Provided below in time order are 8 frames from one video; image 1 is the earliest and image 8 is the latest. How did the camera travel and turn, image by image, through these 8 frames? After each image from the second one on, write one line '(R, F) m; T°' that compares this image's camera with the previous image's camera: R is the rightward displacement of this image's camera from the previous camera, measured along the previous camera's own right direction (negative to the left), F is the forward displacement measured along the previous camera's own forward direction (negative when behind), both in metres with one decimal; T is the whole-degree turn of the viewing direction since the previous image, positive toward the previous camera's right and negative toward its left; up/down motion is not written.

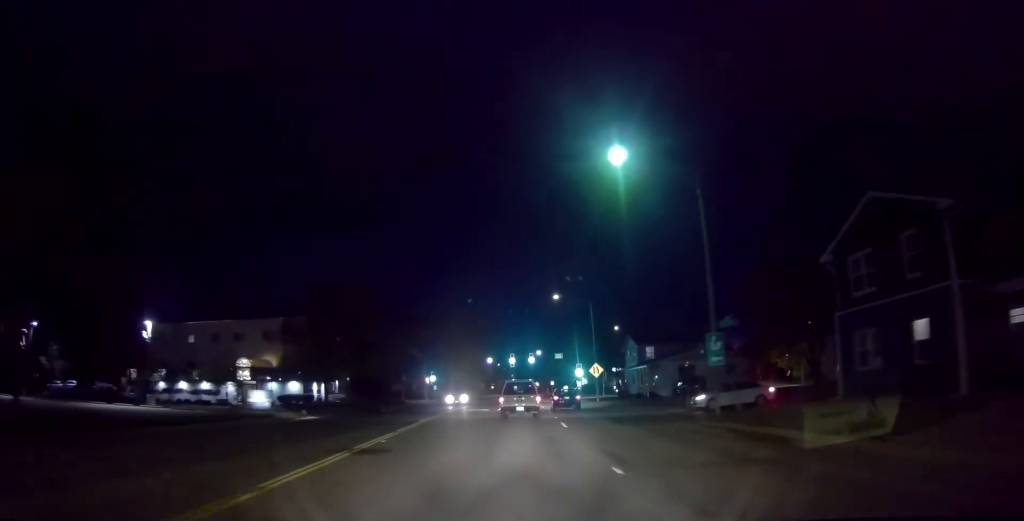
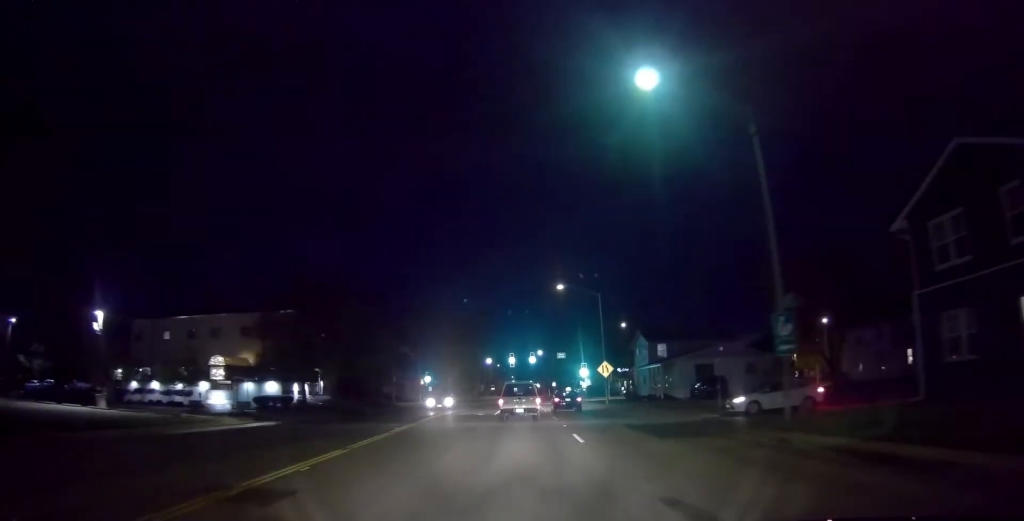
(-0.1, +5.6) m; -1°
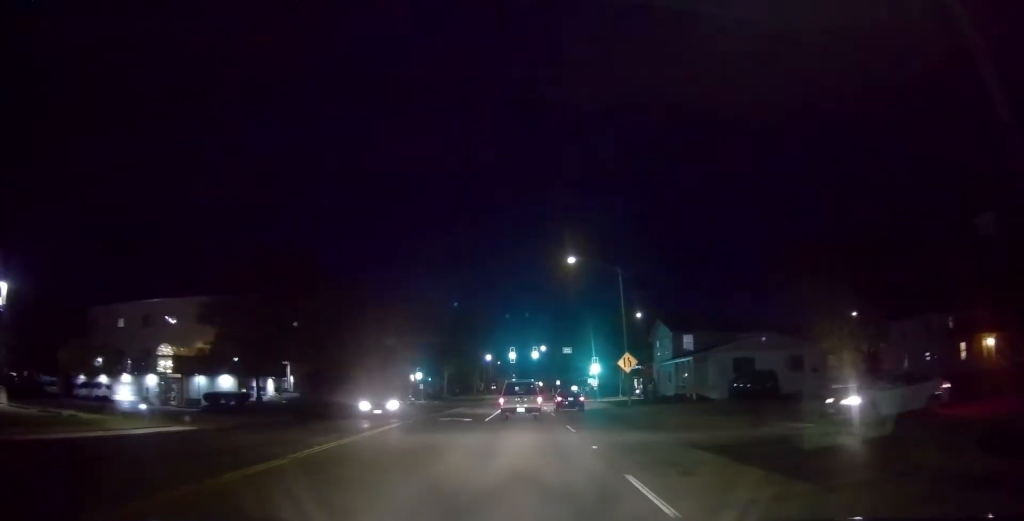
(-0.1, +8.8) m; 0°
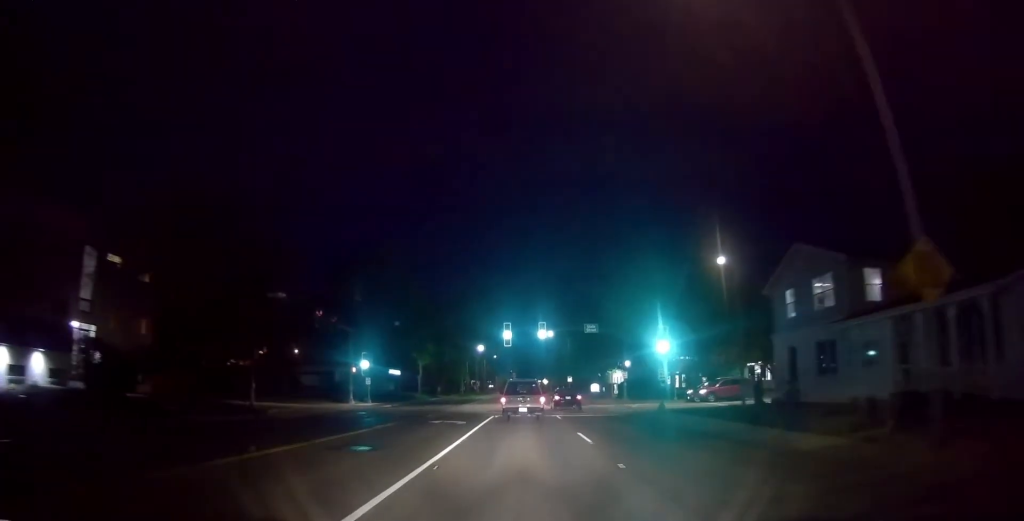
(+0.7, +28.8) m; +2°
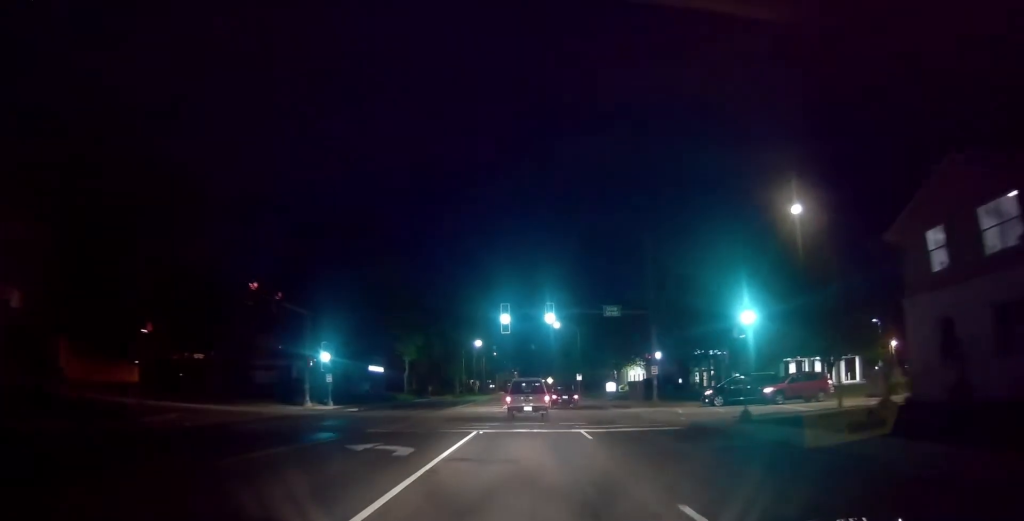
(0.0, +11.6) m; 0°
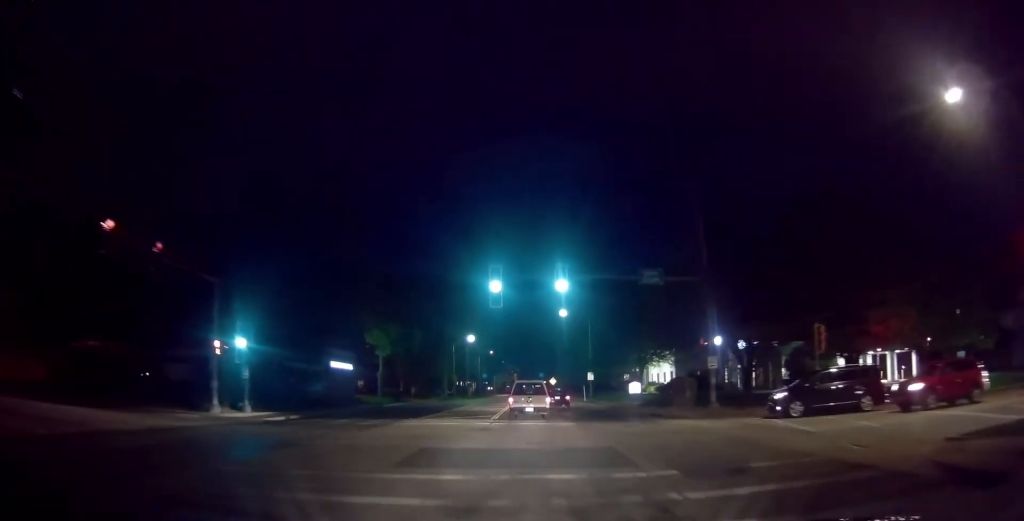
(0.0, +14.0) m; 0°
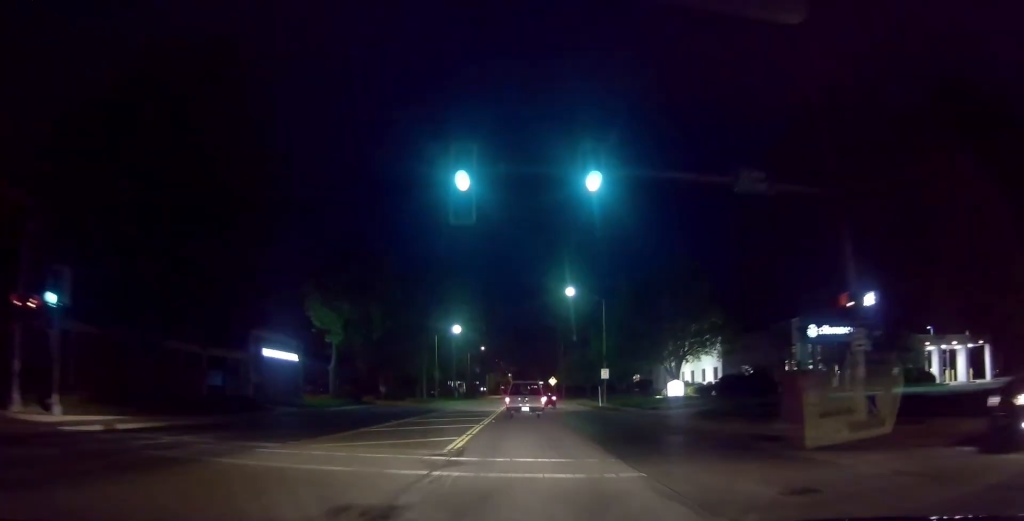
(0.0, +14.2) m; +1°
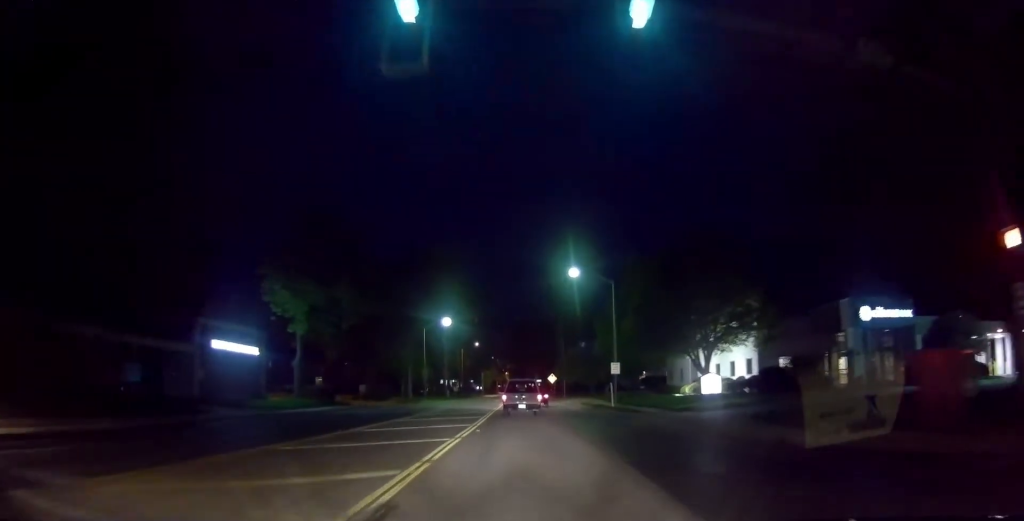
(-0.1, +6.8) m; +1°
